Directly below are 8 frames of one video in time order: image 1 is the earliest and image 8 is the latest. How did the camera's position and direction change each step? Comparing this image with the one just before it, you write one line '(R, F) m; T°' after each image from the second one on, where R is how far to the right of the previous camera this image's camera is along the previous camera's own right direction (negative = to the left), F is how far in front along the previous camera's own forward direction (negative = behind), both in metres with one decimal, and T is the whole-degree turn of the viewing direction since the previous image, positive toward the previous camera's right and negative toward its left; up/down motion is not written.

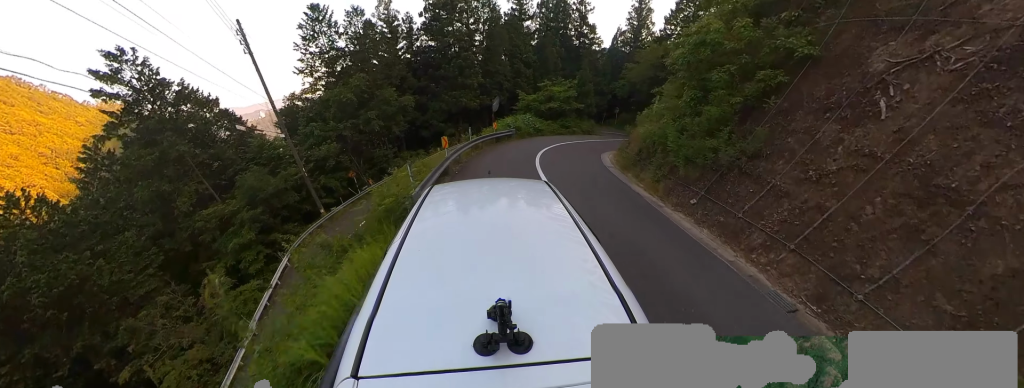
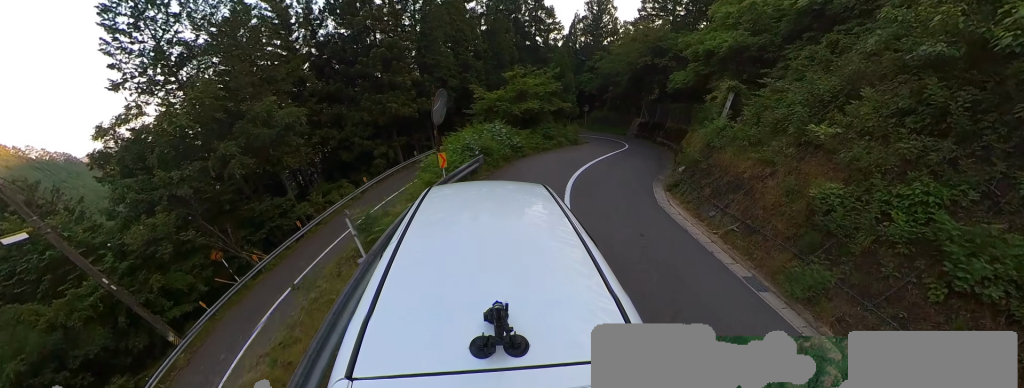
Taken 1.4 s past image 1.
(+1.7, +11.7) m; +17°
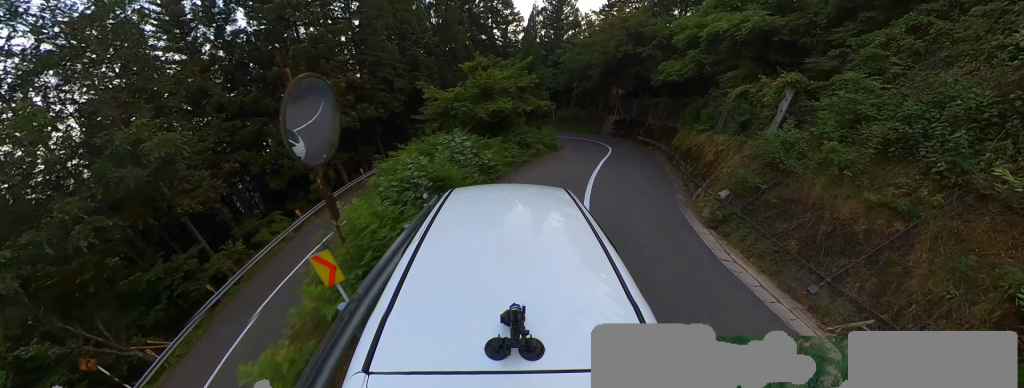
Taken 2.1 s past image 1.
(+0.2, +5.1) m; +11°
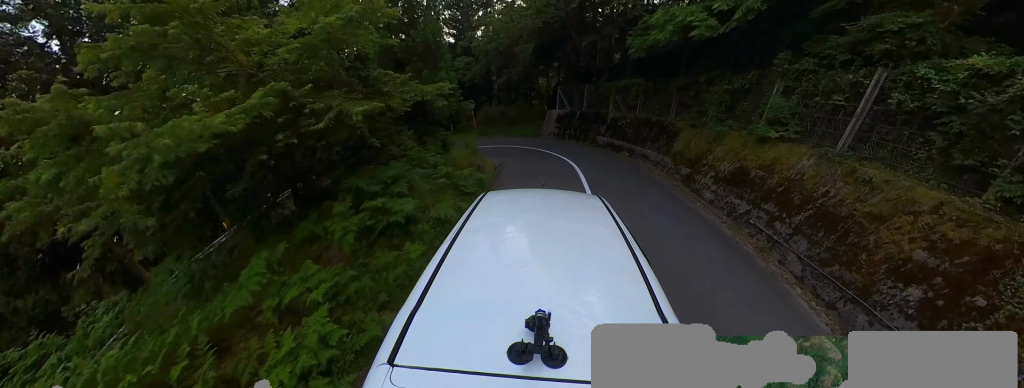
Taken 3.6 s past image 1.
(+2.8, +11.0) m; +17°
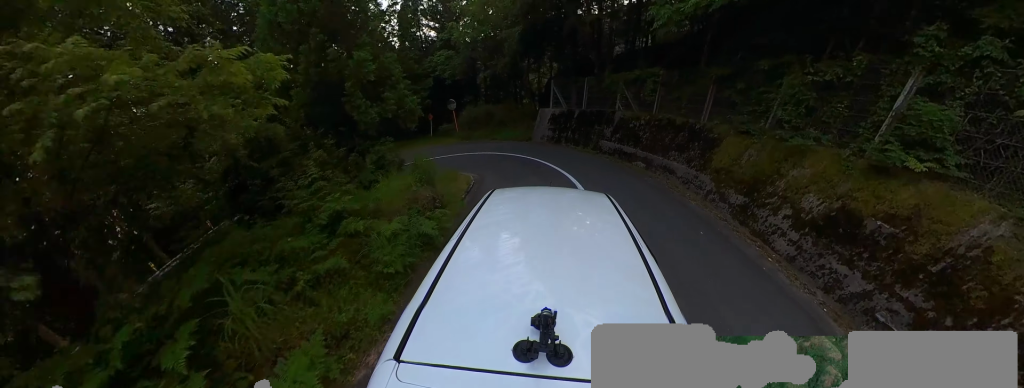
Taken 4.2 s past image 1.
(+0.1, +3.9) m; -2°
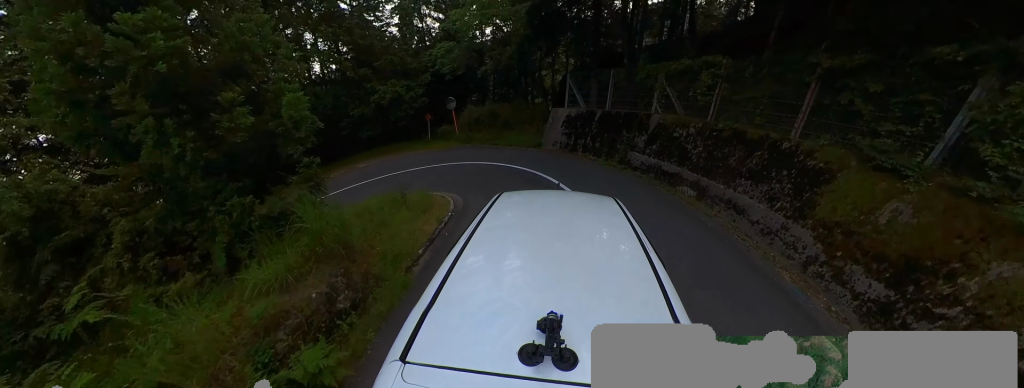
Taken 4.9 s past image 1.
(+0.1, +3.7) m; -5°
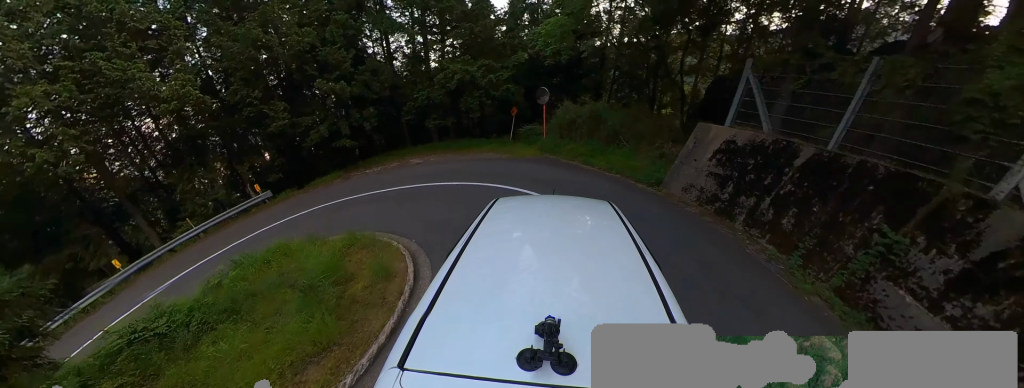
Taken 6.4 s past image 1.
(-1.1, +5.7) m; -25°
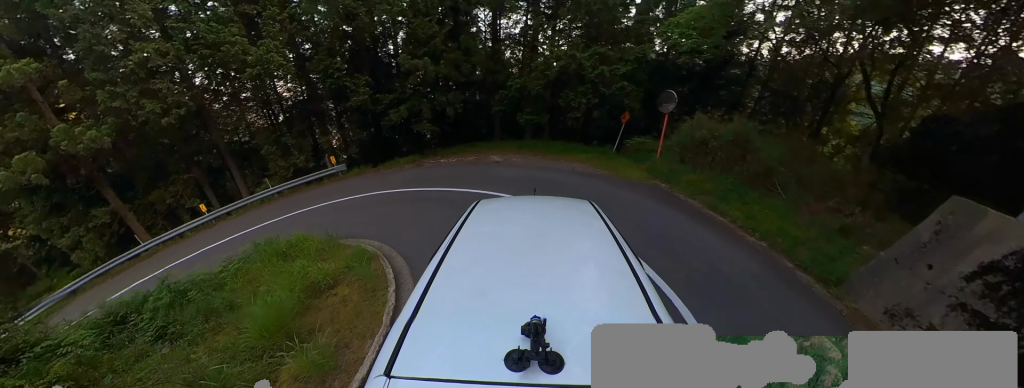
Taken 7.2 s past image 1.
(-0.4, +2.5) m; -25°
